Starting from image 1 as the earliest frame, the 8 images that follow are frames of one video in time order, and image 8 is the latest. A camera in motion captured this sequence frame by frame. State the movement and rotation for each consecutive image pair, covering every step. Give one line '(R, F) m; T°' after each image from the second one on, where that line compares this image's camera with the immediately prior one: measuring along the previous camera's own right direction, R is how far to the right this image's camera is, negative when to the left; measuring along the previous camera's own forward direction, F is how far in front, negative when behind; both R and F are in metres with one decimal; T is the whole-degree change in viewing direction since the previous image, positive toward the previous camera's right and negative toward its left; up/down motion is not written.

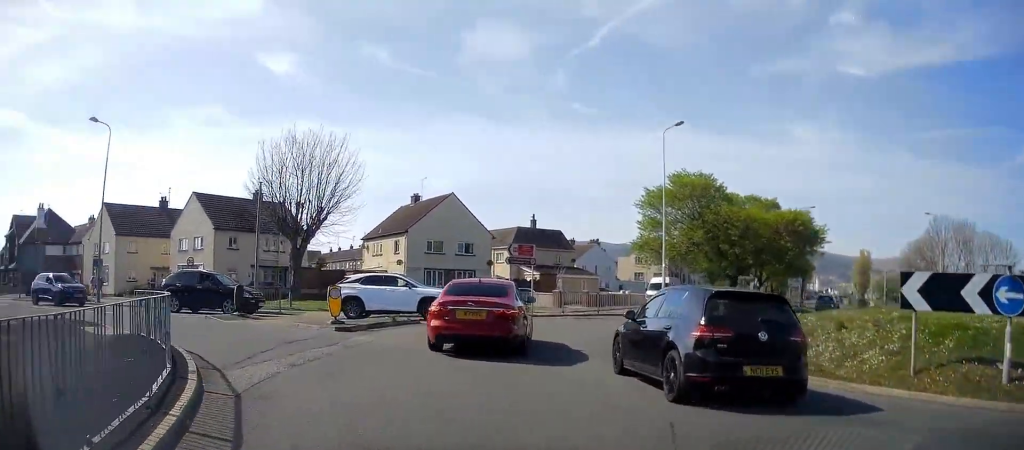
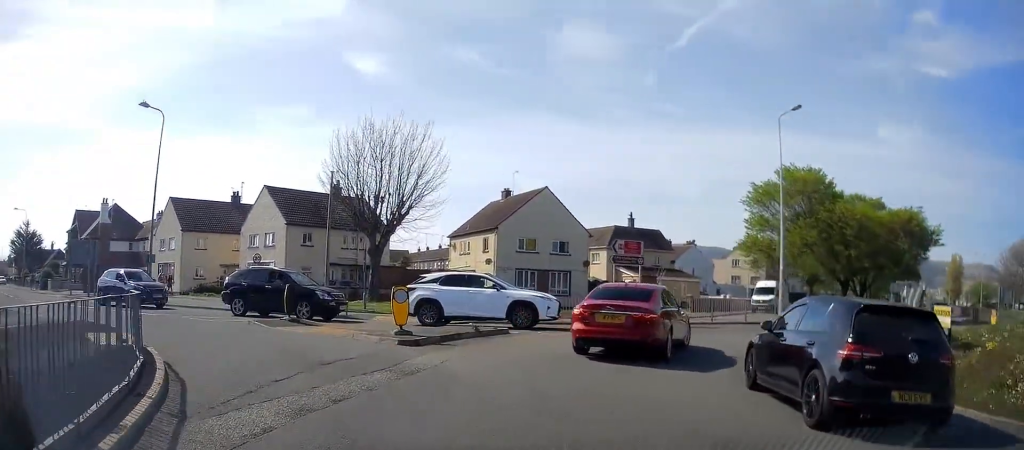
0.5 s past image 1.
(-0.3, +3.4) m; -5°
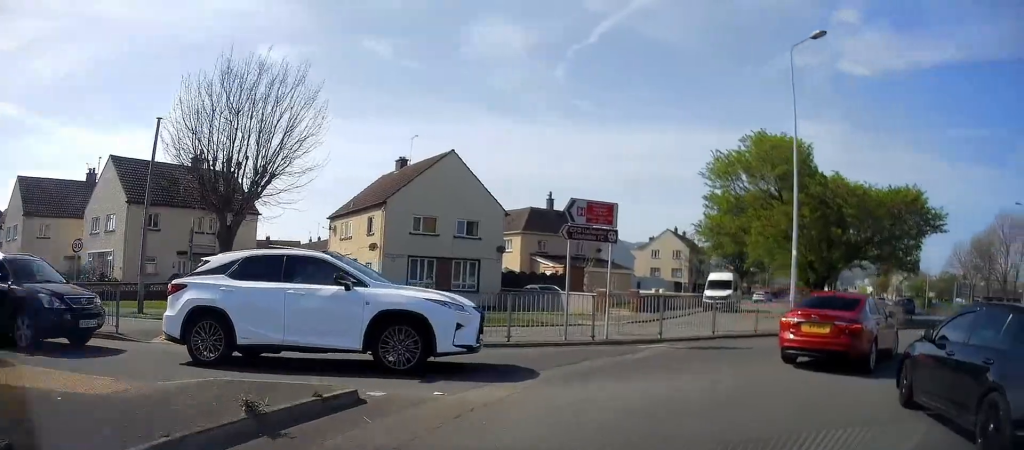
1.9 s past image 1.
(+1.1, +9.2) m; +21°
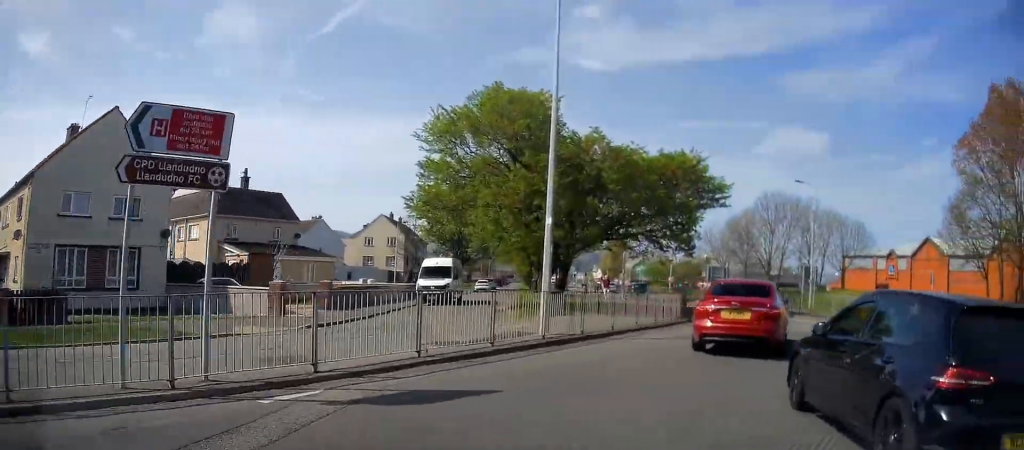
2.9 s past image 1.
(+1.3, +6.4) m; +21°
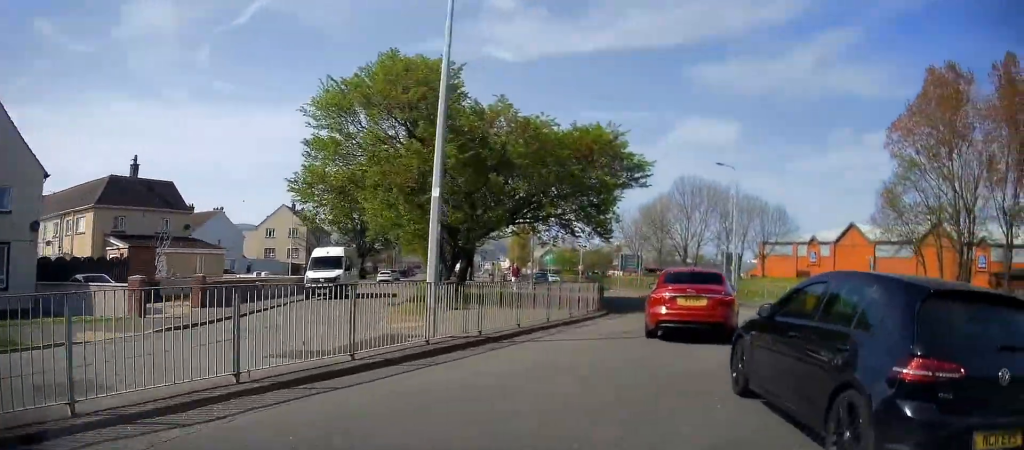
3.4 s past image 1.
(+0.2, +2.7) m; +8°
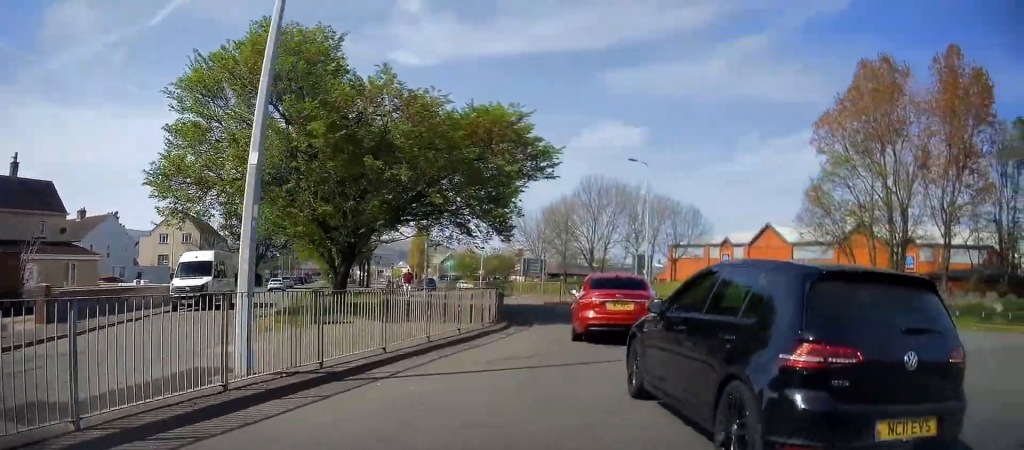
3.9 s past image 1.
(+0.4, +3.2) m; +7°
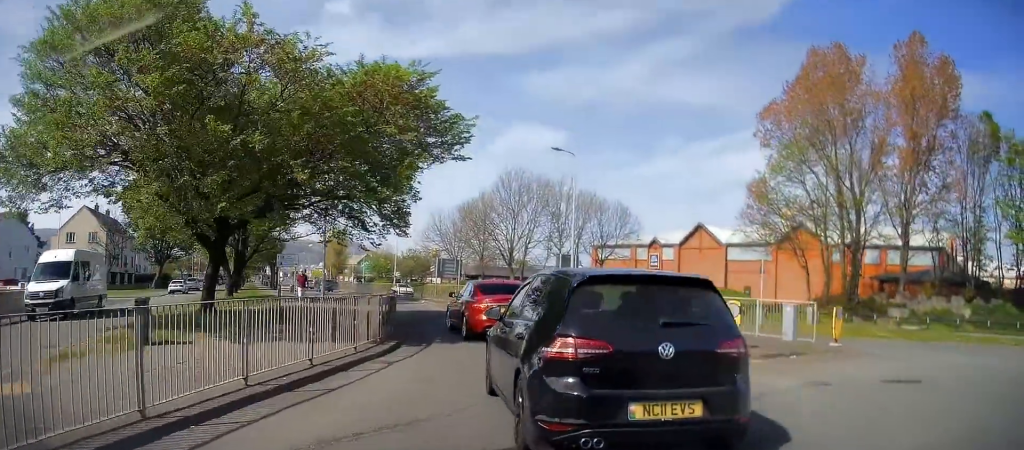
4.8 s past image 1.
(+0.4, +4.5) m; +5°
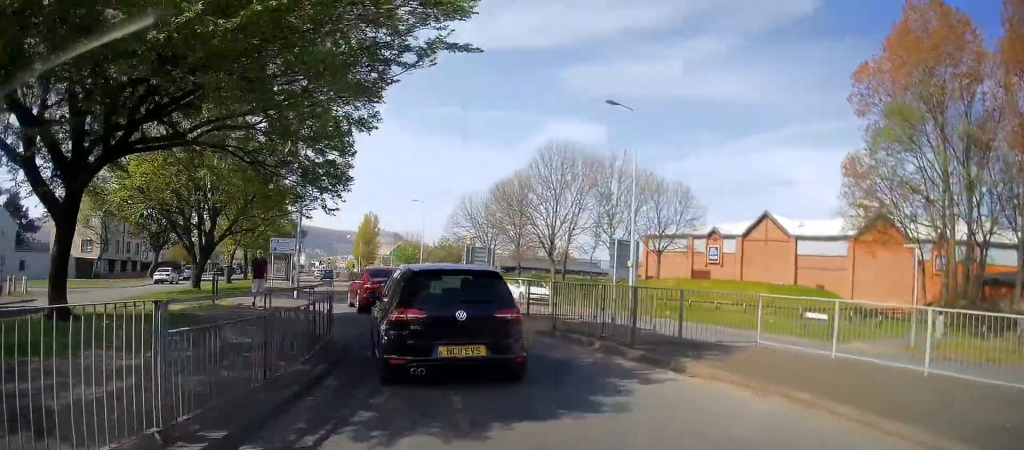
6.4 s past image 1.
(-0.5, +8.6) m; -9°
